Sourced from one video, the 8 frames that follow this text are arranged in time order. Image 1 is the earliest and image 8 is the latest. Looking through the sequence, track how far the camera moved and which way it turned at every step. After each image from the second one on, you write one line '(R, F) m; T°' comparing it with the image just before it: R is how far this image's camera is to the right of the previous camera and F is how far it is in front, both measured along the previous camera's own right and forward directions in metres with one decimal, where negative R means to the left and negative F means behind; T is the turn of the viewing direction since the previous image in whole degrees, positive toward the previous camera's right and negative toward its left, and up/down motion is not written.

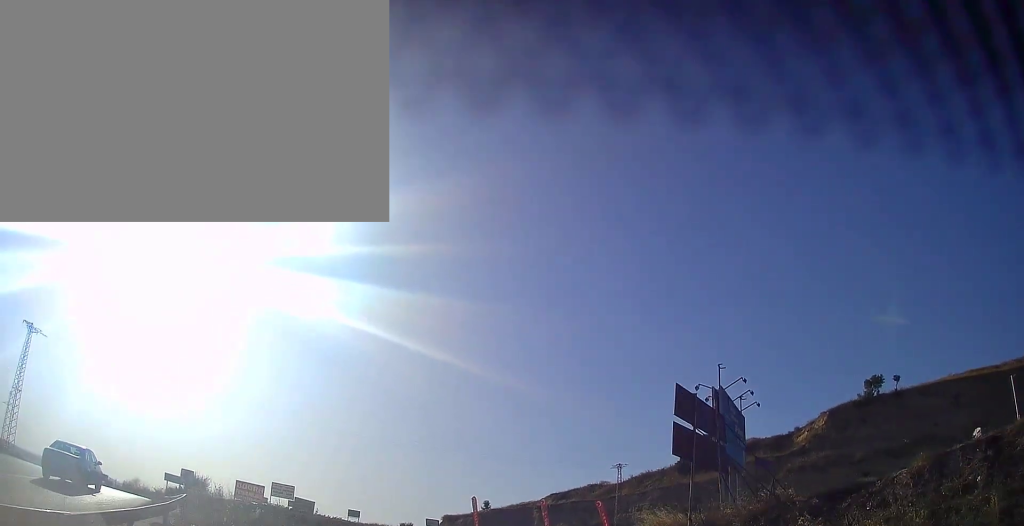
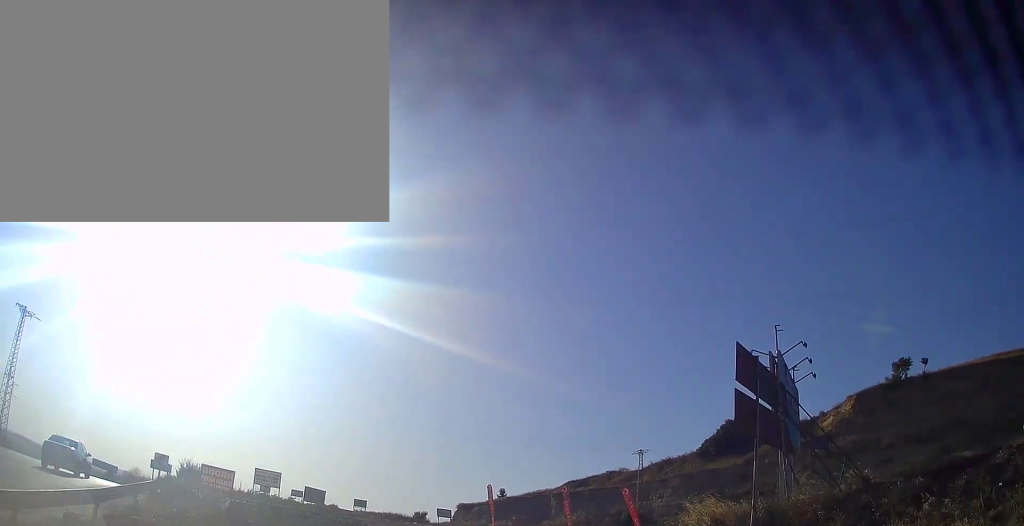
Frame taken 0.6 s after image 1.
(0.0, +3.4) m; +1°
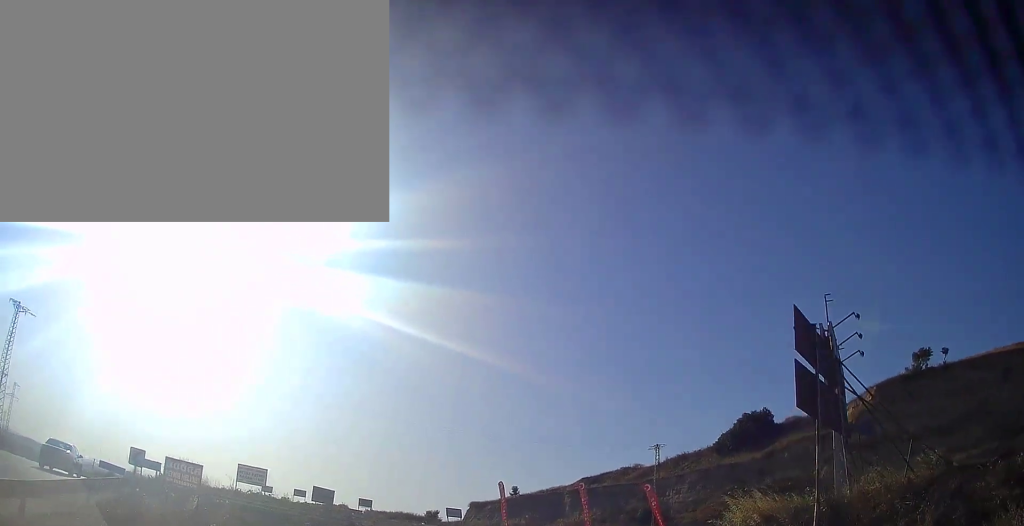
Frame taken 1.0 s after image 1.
(0.0, +2.8) m; -1°
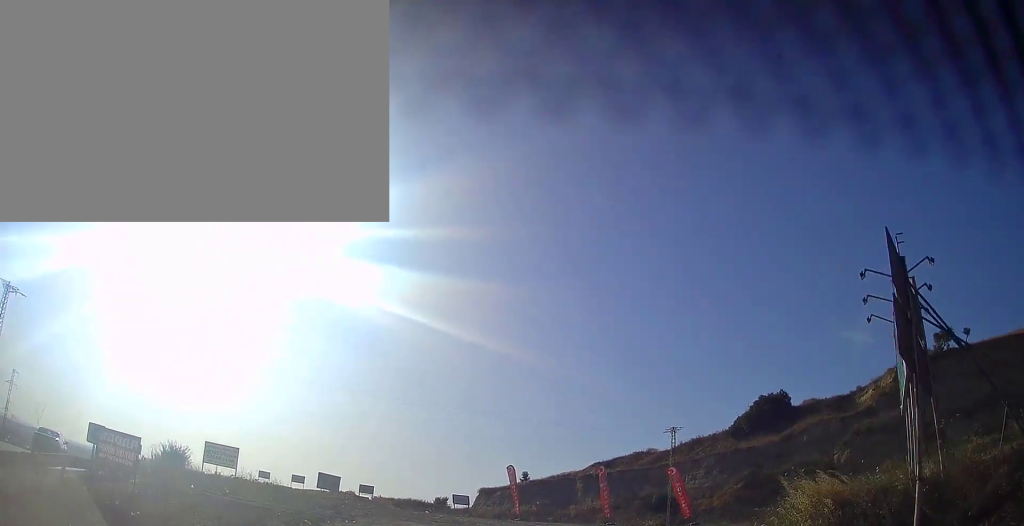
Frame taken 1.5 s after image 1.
(+0.1, +3.0) m; -2°
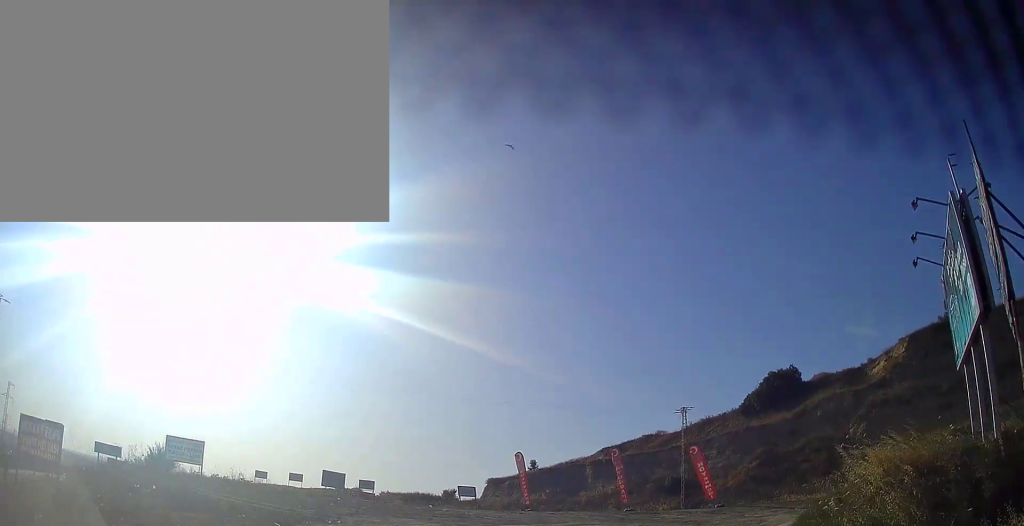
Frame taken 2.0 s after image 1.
(0.0, +2.7) m; -2°
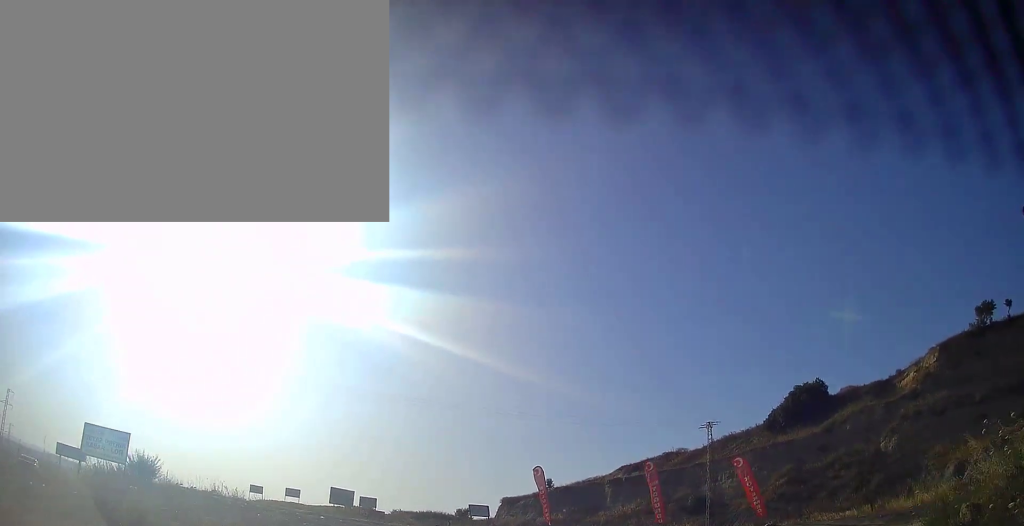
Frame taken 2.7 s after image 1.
(-0.4, +3.9) m; -2°
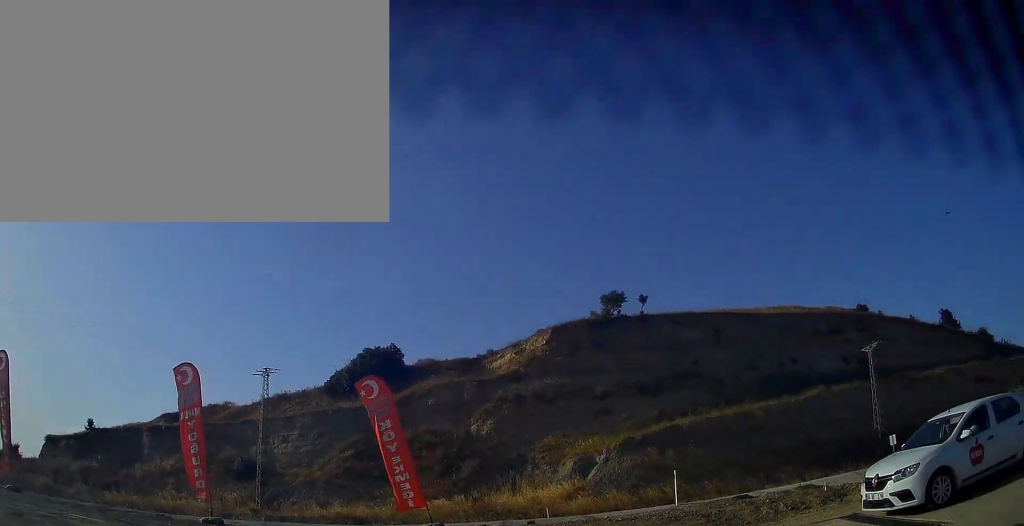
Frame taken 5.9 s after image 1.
(+3.9, +12.8) m; +64°
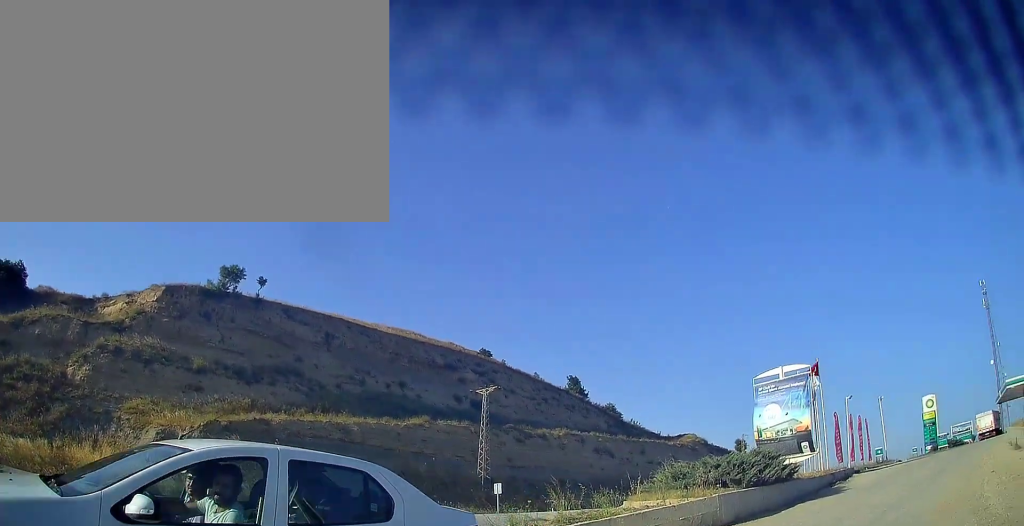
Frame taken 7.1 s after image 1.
(+1.8, +3.8) m; +31°
